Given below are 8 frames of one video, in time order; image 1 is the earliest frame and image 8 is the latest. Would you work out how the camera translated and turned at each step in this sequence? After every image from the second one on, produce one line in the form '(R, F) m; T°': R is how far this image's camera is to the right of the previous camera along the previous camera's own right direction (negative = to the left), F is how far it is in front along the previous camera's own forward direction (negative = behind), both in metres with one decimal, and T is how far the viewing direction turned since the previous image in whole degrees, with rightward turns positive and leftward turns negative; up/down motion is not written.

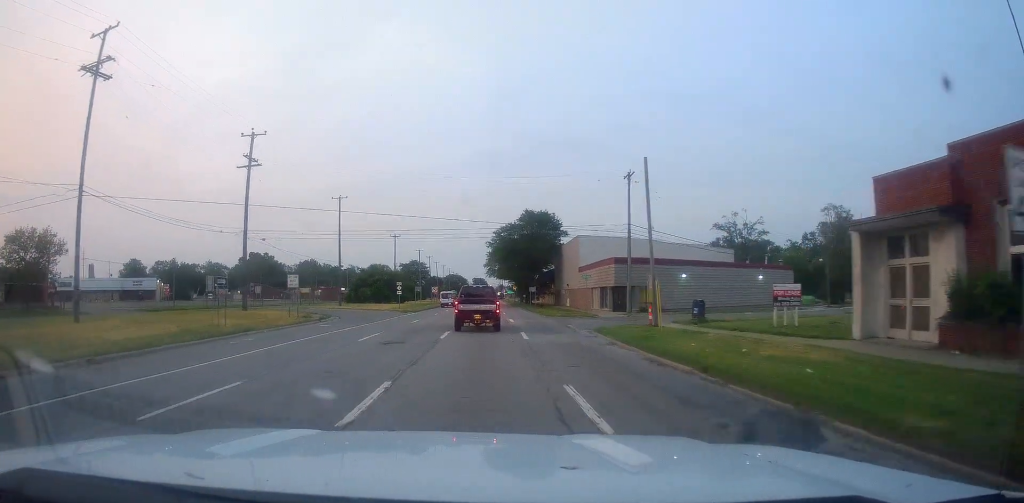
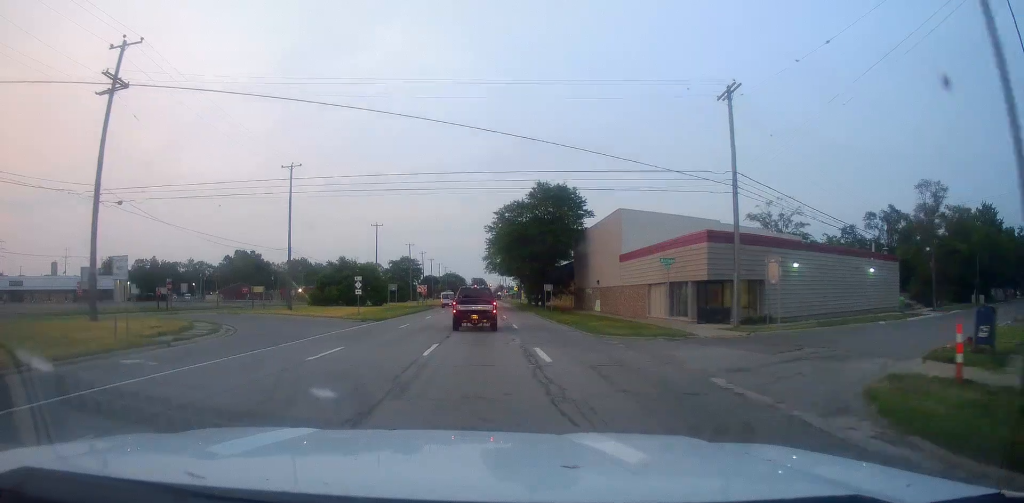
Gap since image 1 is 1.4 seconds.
(0.0, +21.8) m; +1°
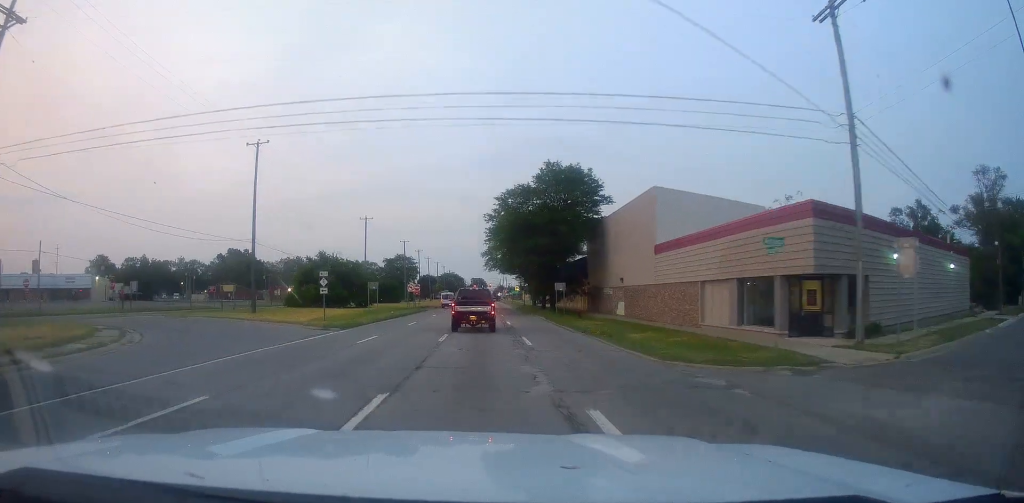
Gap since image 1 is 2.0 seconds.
(+0.1, +10.1) m; 0°
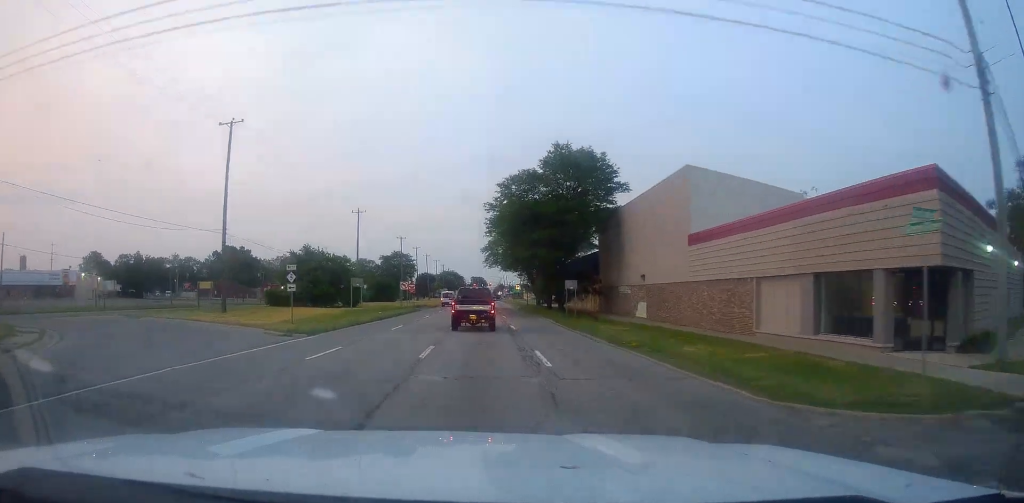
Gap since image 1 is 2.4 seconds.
(0.0, +6.4) m; 0°
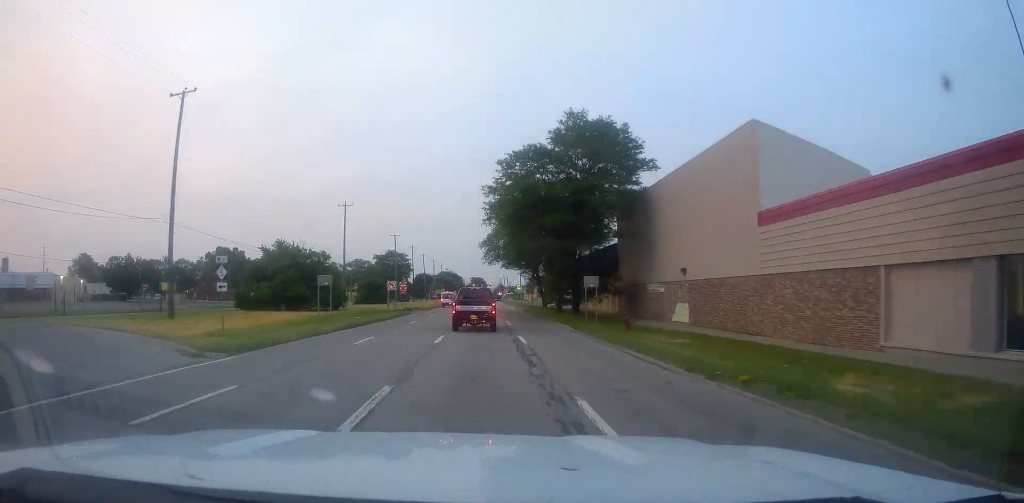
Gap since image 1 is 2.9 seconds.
(0.0, +8.4) m; 0°
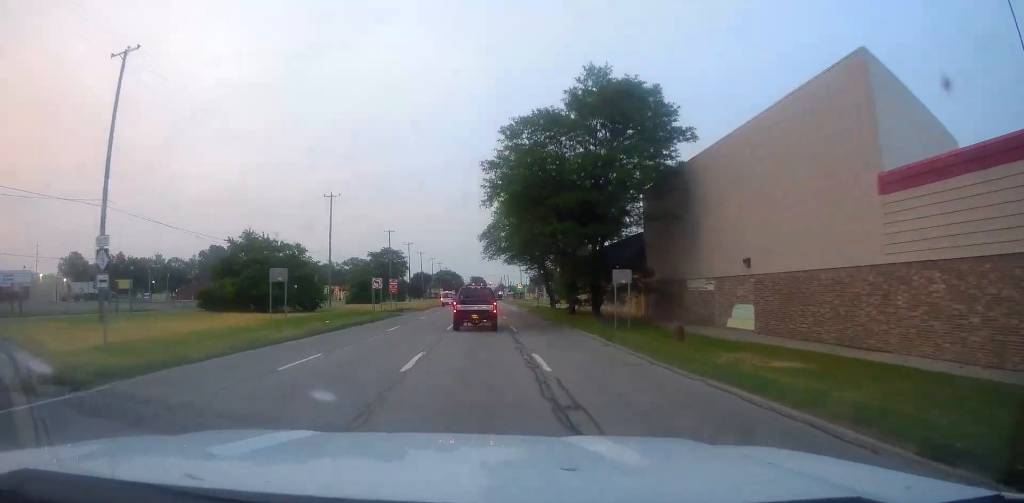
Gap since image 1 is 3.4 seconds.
(-0.1, +7.9) m; 0°
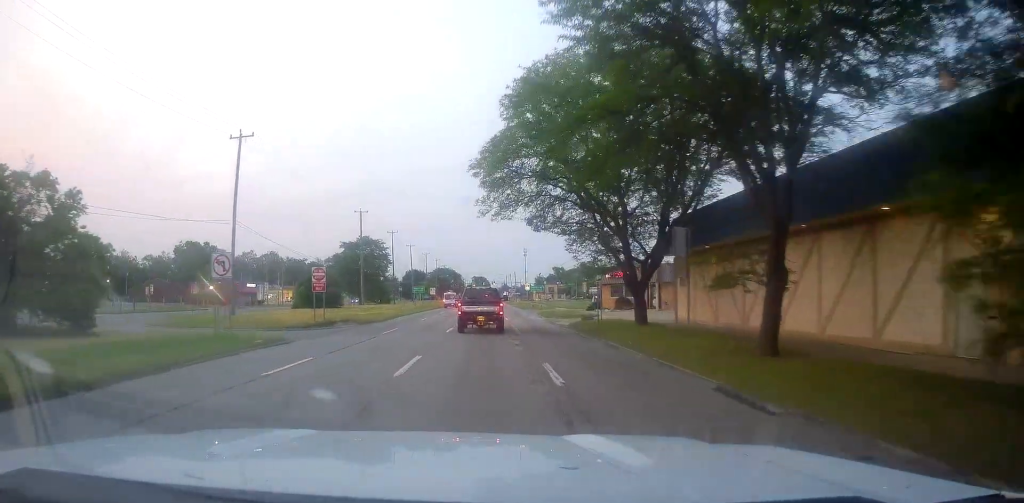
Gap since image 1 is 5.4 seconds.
(+0.1, +31.8) m; +1°
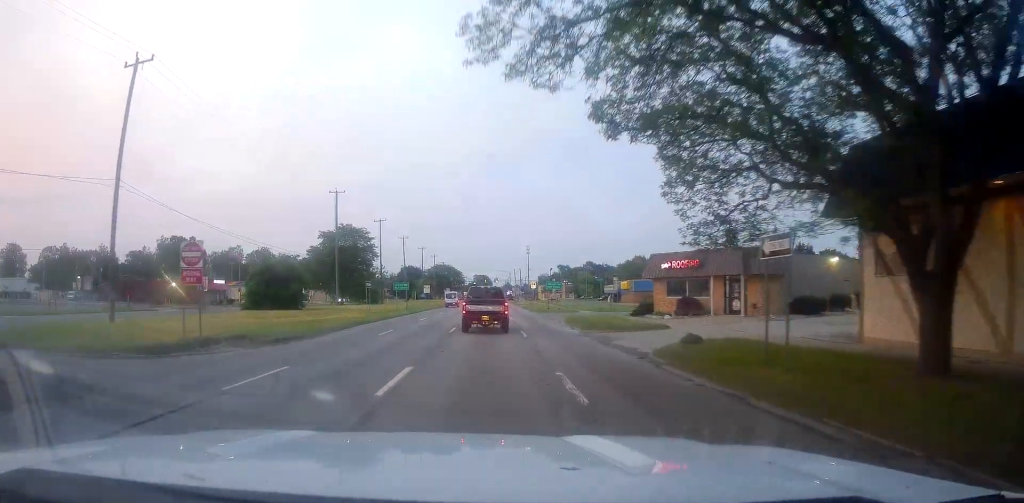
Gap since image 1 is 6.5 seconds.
(+0.3, +17.9) m; 0°
